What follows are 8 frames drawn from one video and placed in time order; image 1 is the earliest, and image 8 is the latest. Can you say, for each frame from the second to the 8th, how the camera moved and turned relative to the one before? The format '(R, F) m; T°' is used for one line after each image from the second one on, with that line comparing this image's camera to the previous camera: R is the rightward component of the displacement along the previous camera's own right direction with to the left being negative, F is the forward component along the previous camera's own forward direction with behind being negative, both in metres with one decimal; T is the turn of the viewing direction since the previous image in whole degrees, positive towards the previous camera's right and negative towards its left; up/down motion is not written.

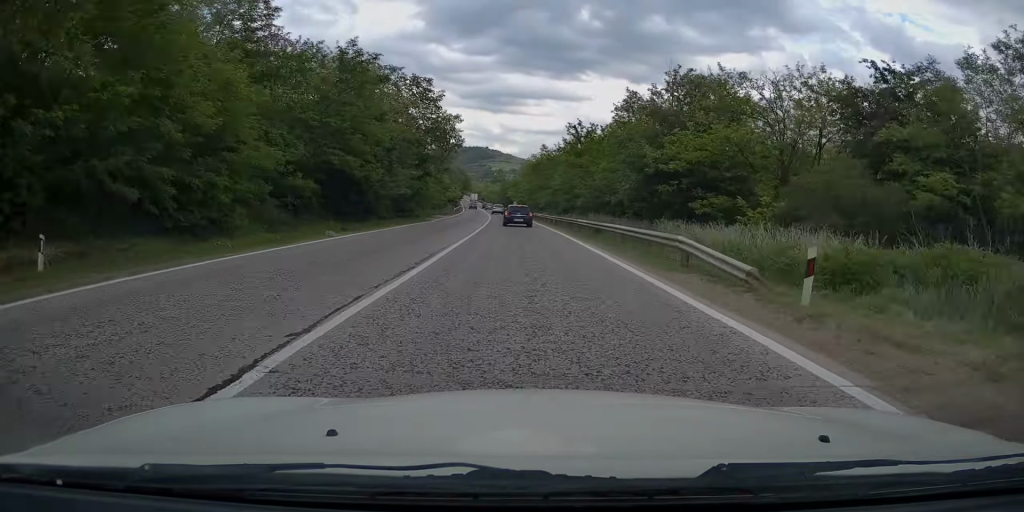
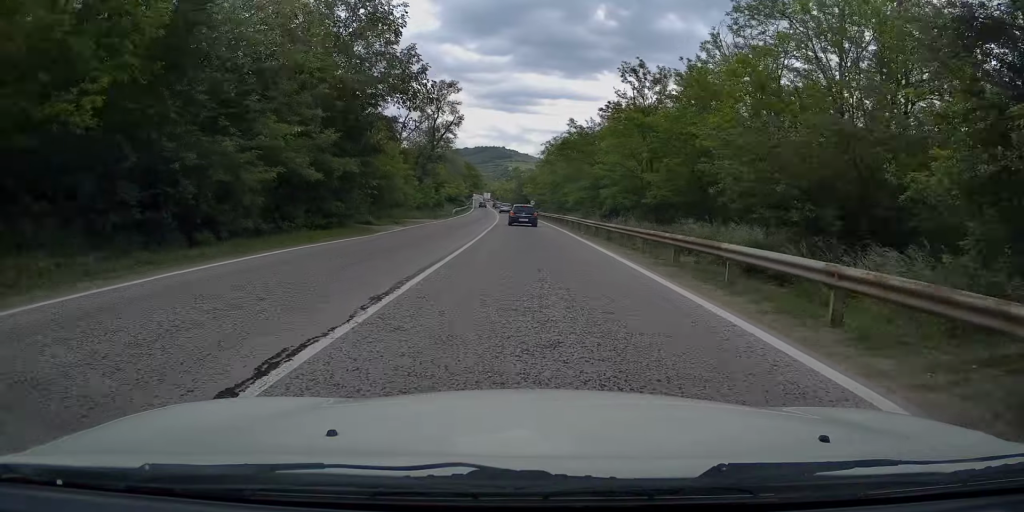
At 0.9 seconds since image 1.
(-0.5, +21.2) m; -1°
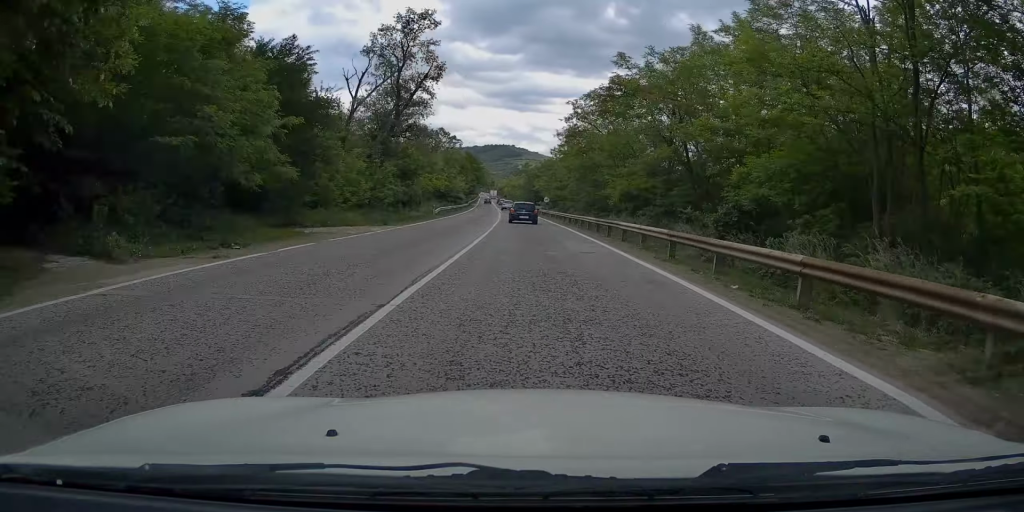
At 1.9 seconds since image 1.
(0.0, +21.3) m; 0°
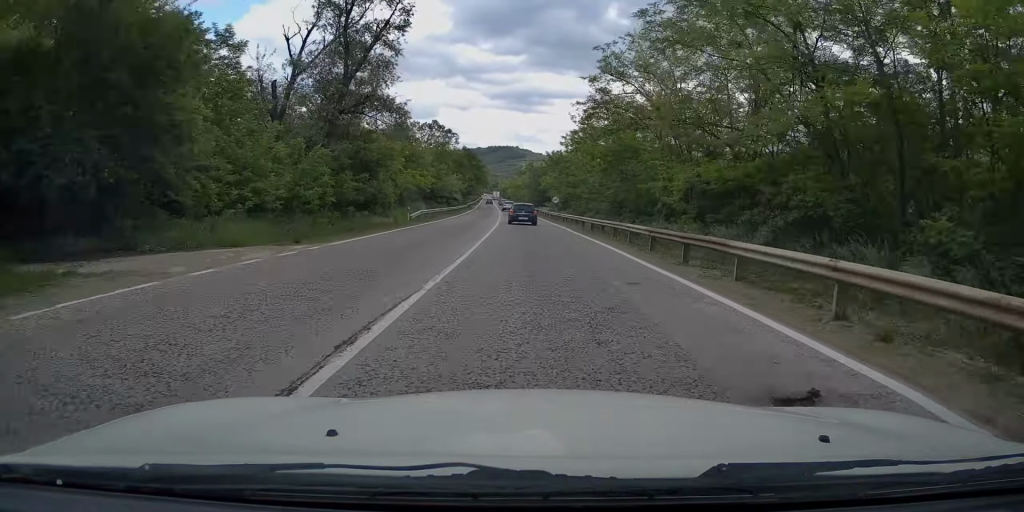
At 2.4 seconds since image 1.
(0.0, +12.2) m; 0°
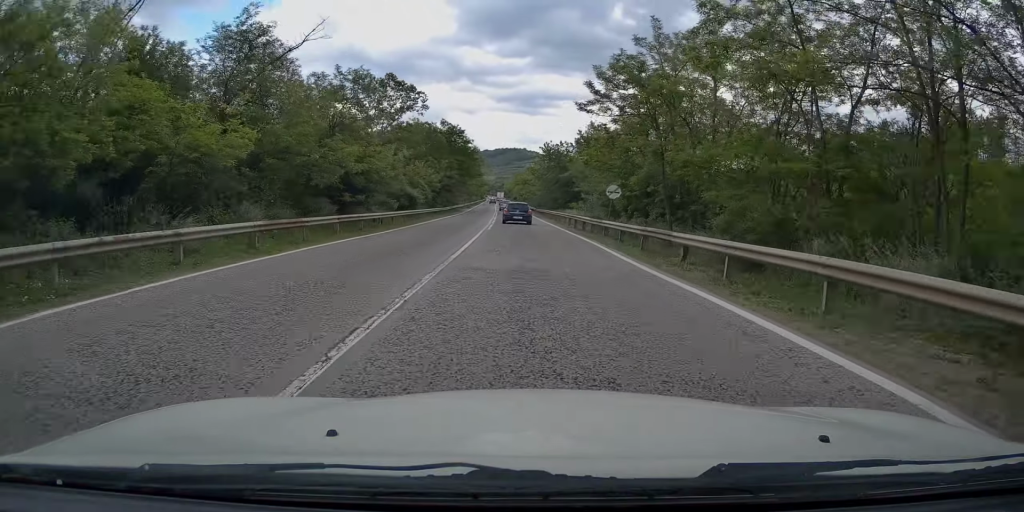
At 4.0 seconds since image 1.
(-0.4, +37.5) m; -2°
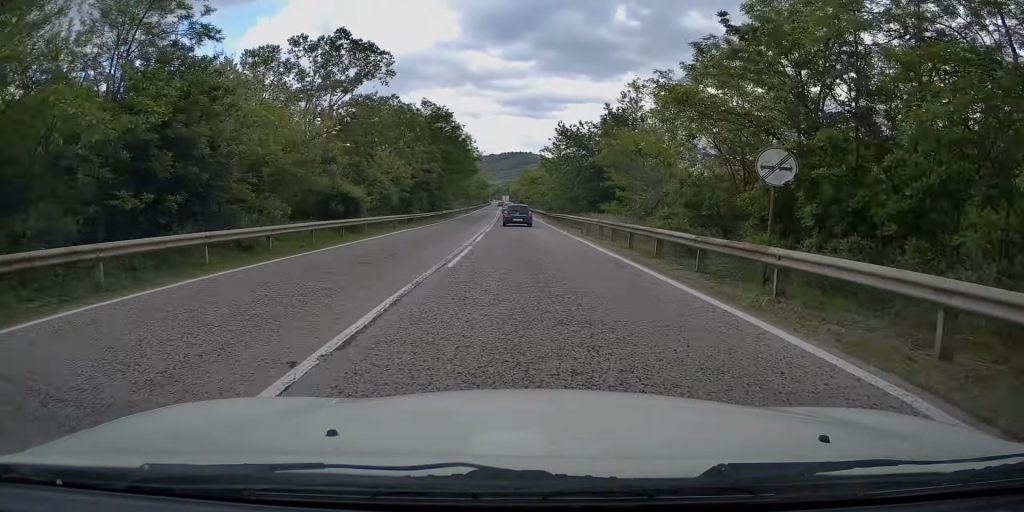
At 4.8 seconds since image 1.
(-0.2, +17.6) m; -1°
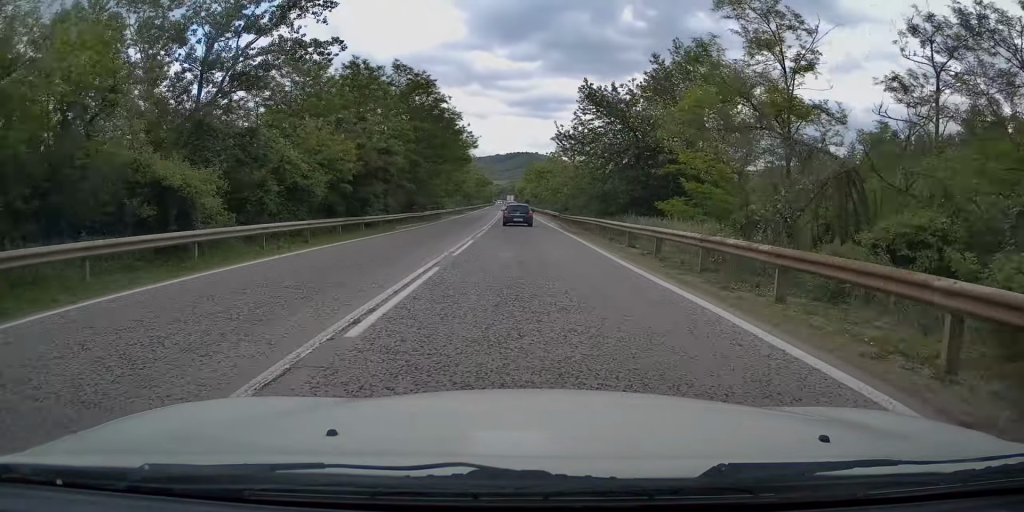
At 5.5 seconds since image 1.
(+0.1, +15.4) m; -1°
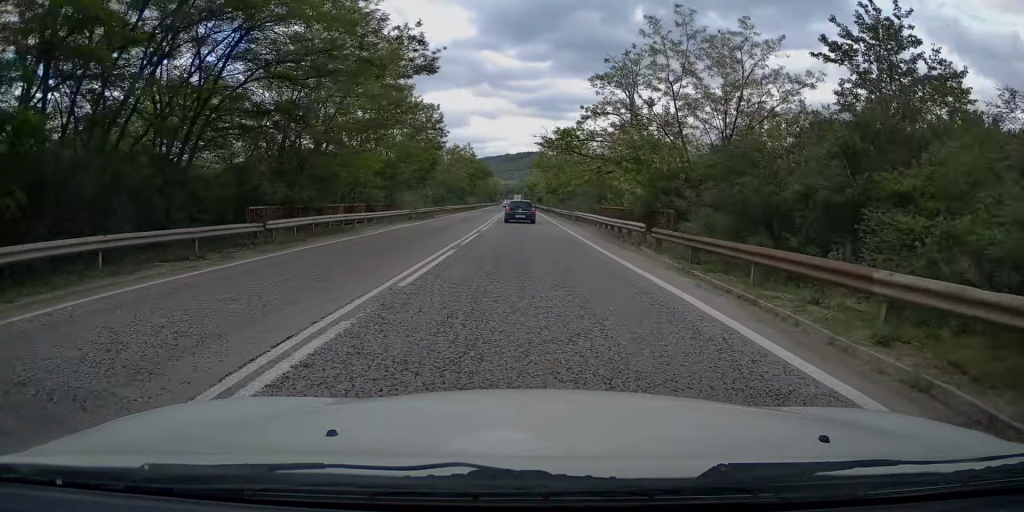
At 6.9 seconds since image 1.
(-0.4, +33.1) m; 0°
